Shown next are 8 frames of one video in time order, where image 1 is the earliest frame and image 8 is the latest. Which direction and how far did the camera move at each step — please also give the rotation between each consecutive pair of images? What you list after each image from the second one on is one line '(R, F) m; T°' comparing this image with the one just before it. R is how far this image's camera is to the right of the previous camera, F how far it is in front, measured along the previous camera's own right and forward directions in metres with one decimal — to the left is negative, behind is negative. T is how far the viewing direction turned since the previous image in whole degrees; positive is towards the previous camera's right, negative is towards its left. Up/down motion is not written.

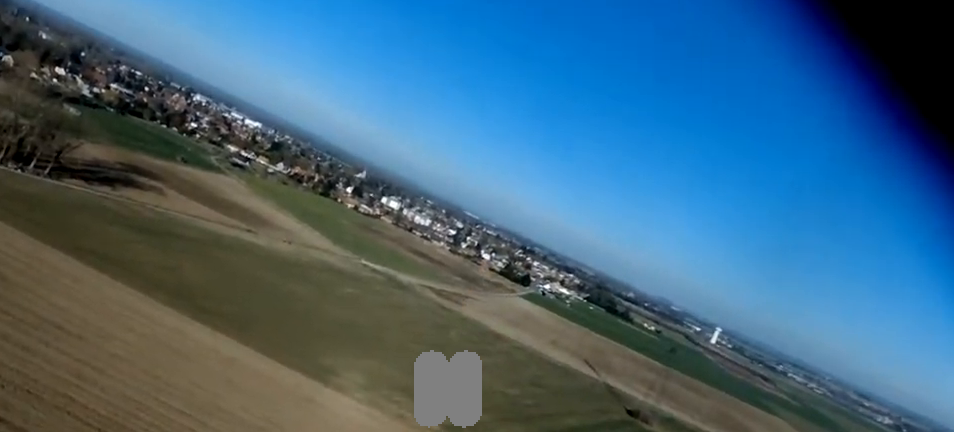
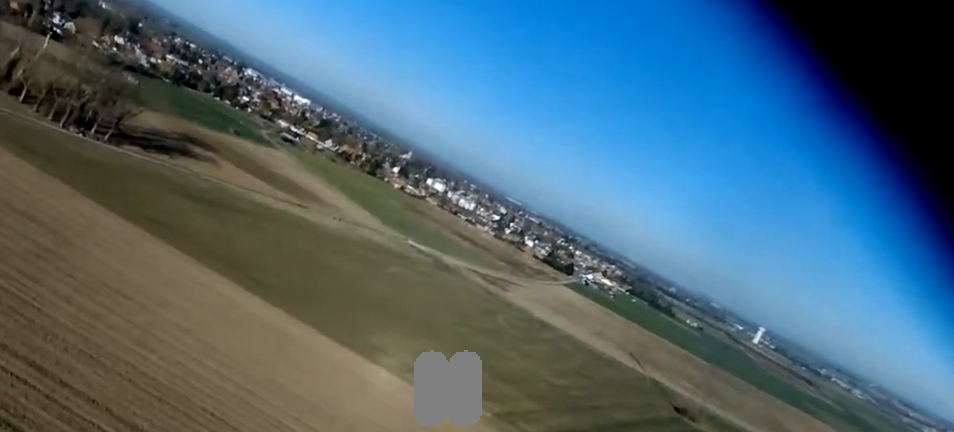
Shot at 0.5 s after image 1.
(-0.2, +5.7) m; -4°
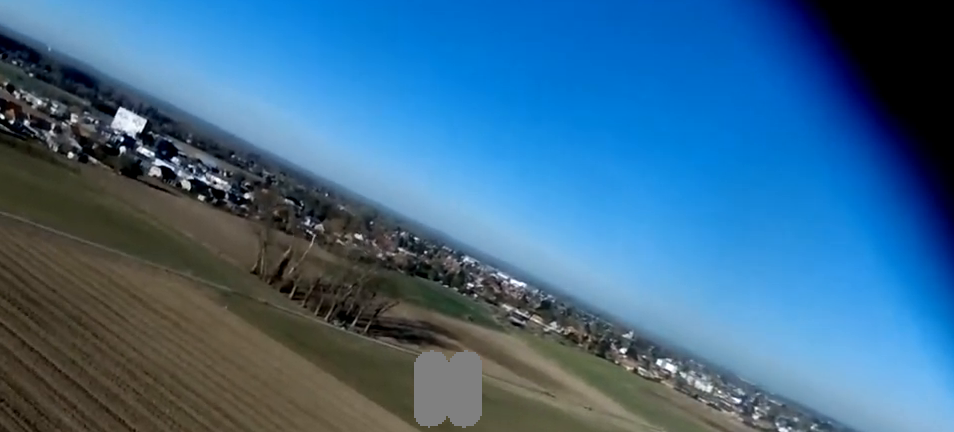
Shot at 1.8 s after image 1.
(-2.5, +18.7) m; -19°
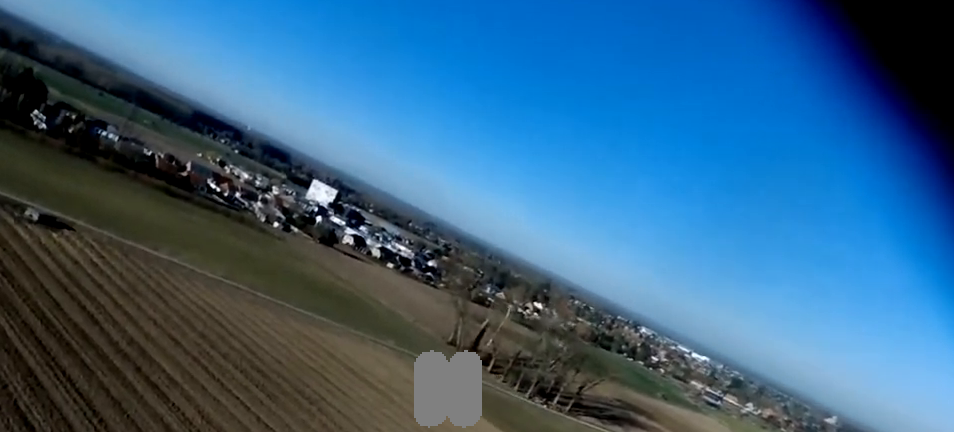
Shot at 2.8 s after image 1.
(-2.3, +15.2) m; -16°
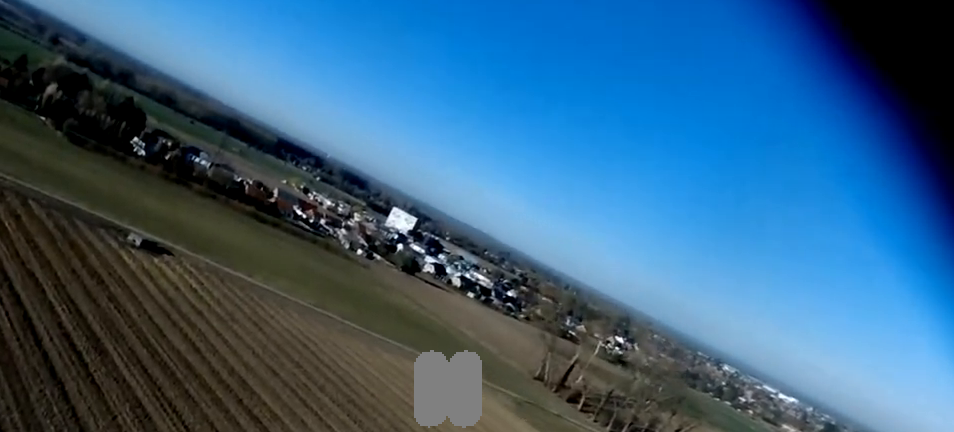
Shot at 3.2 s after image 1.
(-0.1, +7.0) m; -7°
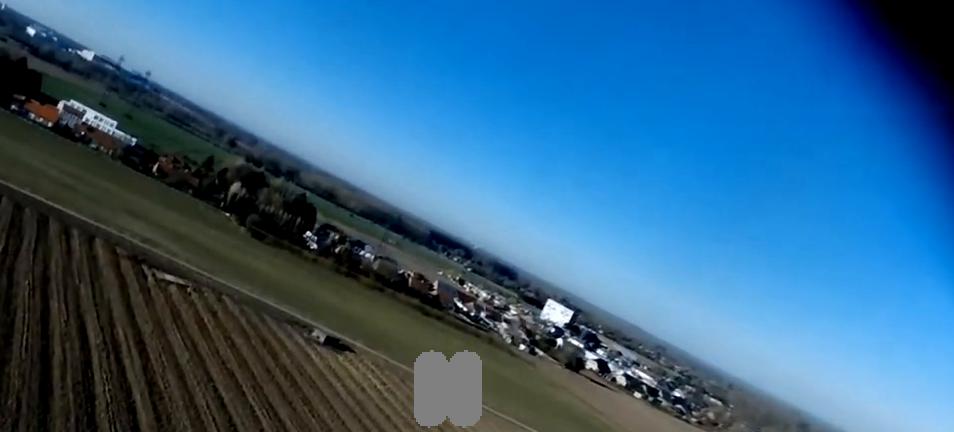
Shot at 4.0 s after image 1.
(-1.3, +11.3) m; -7°
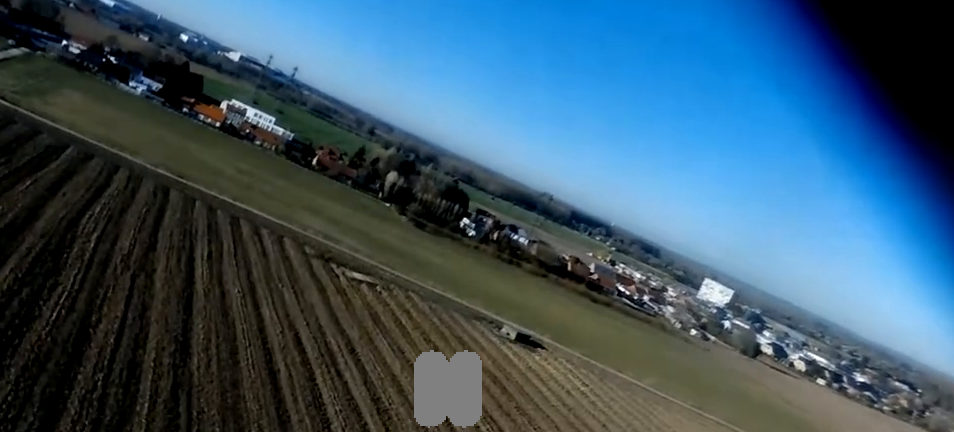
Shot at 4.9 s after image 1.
(-0.9, +15.5) m; -12°
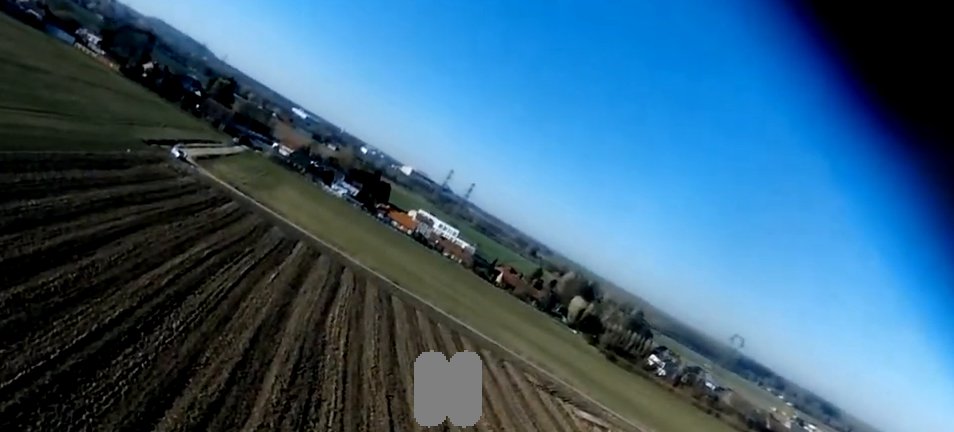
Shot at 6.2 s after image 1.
(-3.3, +19.2) m; -15°
